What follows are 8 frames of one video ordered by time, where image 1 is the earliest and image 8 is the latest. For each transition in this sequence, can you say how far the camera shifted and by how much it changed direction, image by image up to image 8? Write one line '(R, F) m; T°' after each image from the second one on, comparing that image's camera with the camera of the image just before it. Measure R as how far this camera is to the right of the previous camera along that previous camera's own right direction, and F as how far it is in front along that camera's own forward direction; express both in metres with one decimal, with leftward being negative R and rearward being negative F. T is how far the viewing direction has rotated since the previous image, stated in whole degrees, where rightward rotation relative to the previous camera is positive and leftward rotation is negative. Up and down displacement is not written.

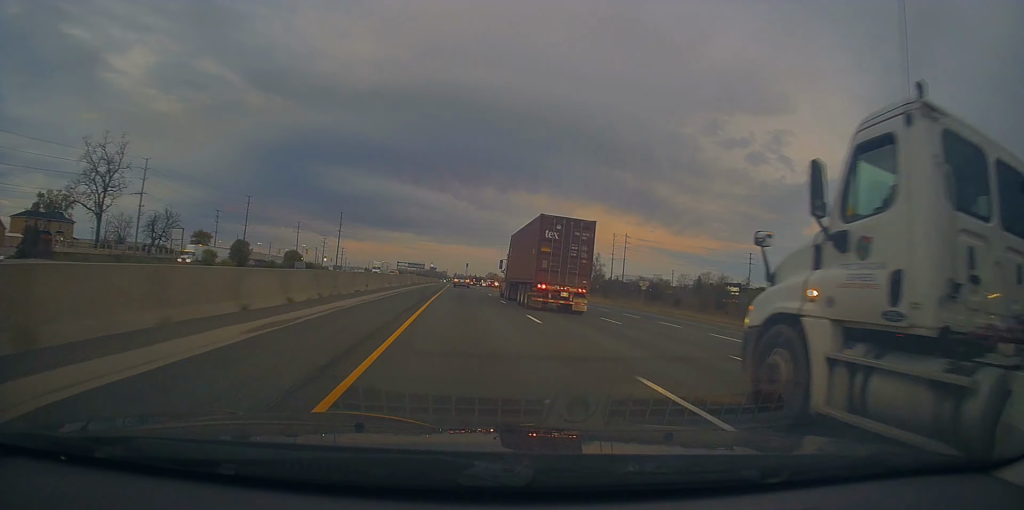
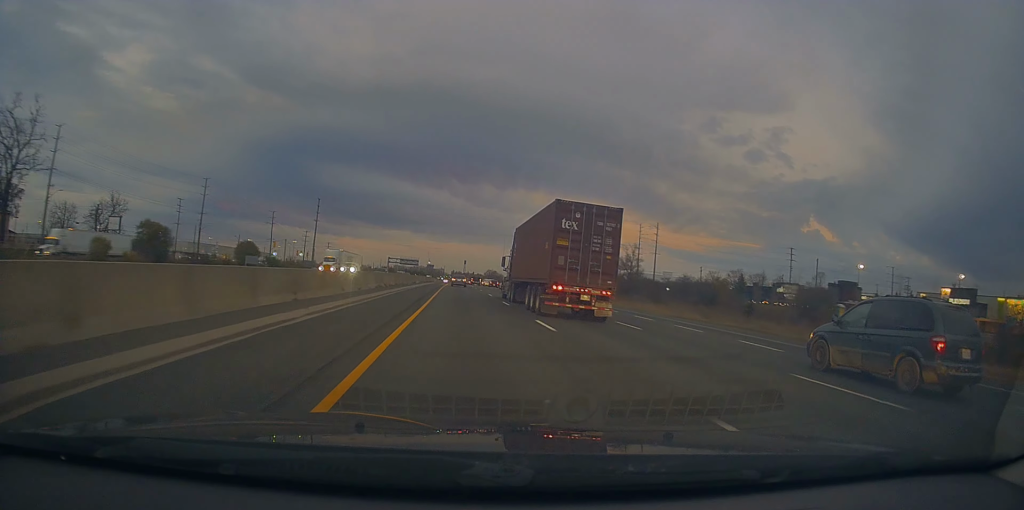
(+0.1, +27.0) m; 0°
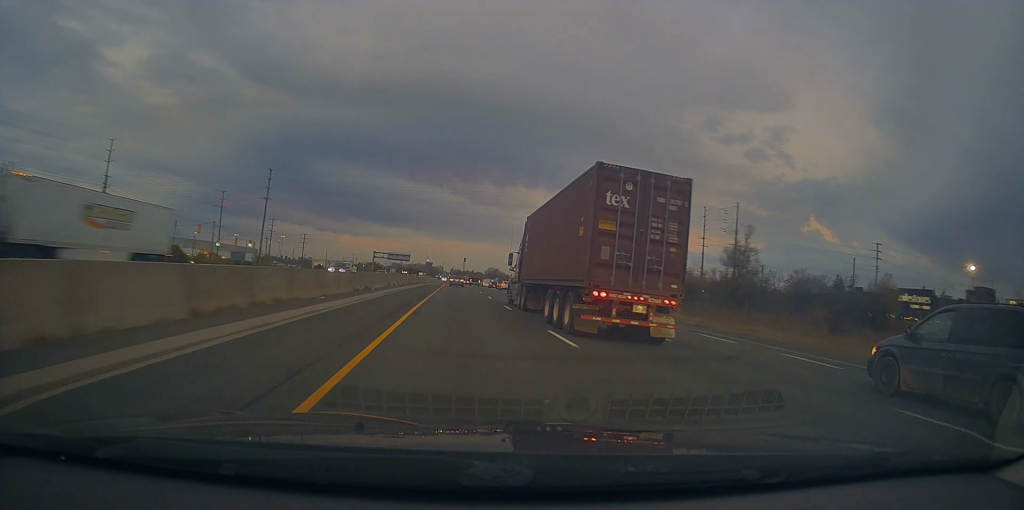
(0.0, +39.9) m; +1°
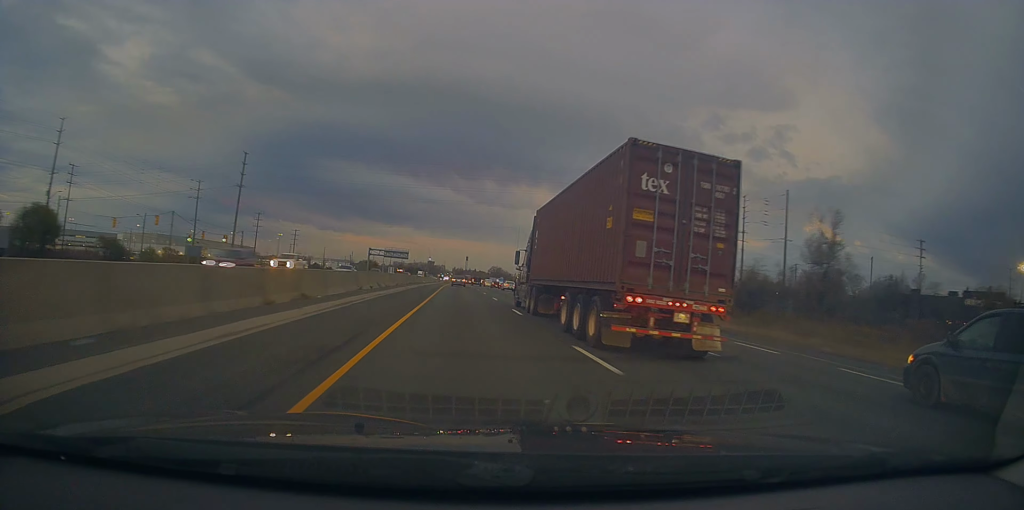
(+0.3, +15.2) m; 0°
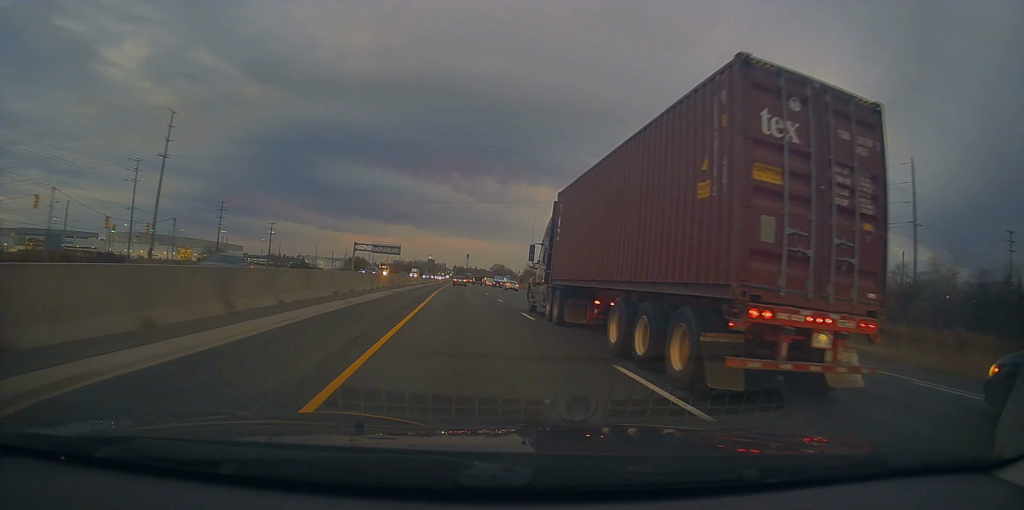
(0.0, +27.1) m; -1°
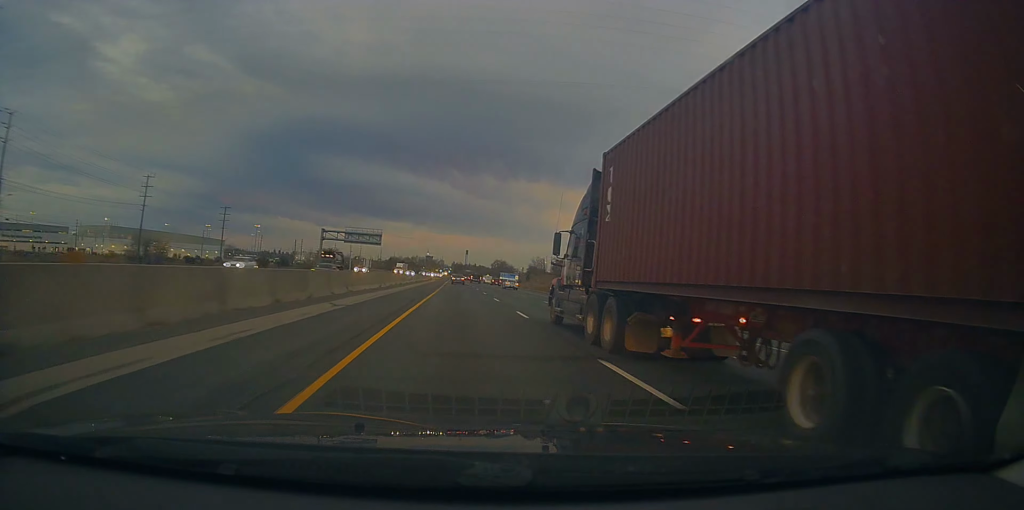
(-0.6, +35.9) m; 0°
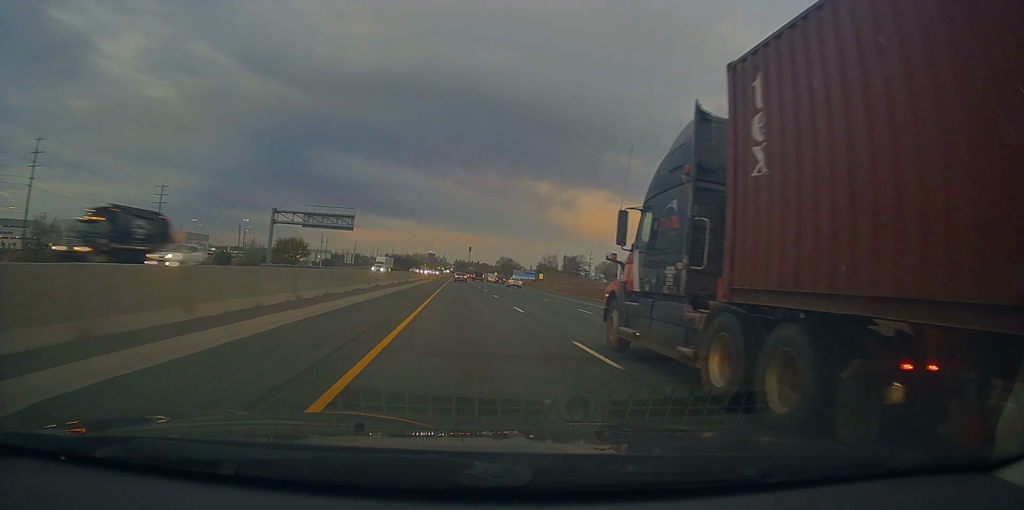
(+0.4, +33.9) m; +1°
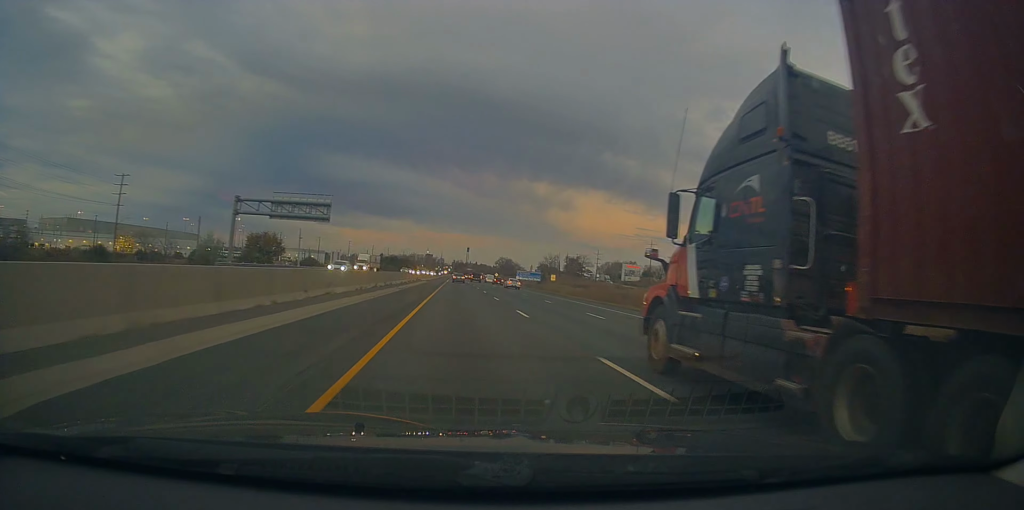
(+0.1, +14.3) m; 0°
